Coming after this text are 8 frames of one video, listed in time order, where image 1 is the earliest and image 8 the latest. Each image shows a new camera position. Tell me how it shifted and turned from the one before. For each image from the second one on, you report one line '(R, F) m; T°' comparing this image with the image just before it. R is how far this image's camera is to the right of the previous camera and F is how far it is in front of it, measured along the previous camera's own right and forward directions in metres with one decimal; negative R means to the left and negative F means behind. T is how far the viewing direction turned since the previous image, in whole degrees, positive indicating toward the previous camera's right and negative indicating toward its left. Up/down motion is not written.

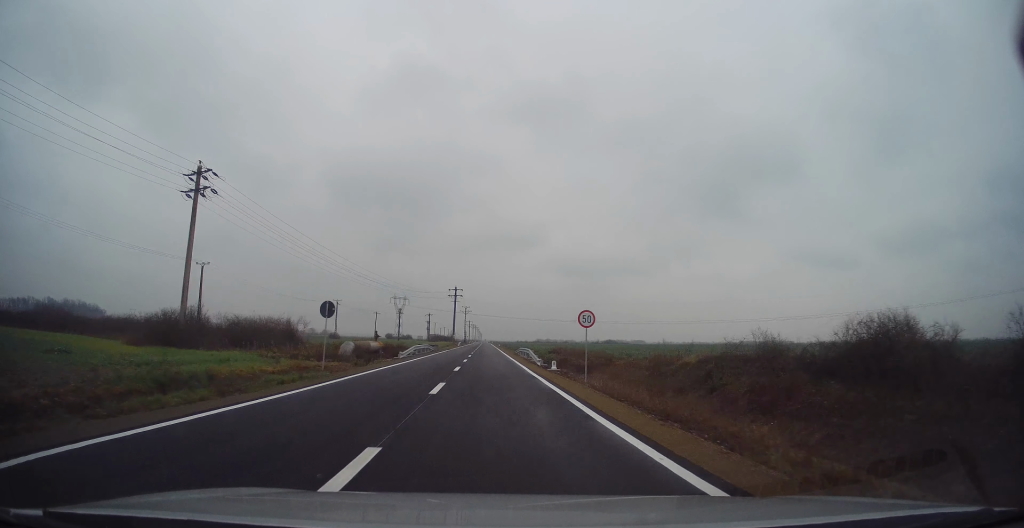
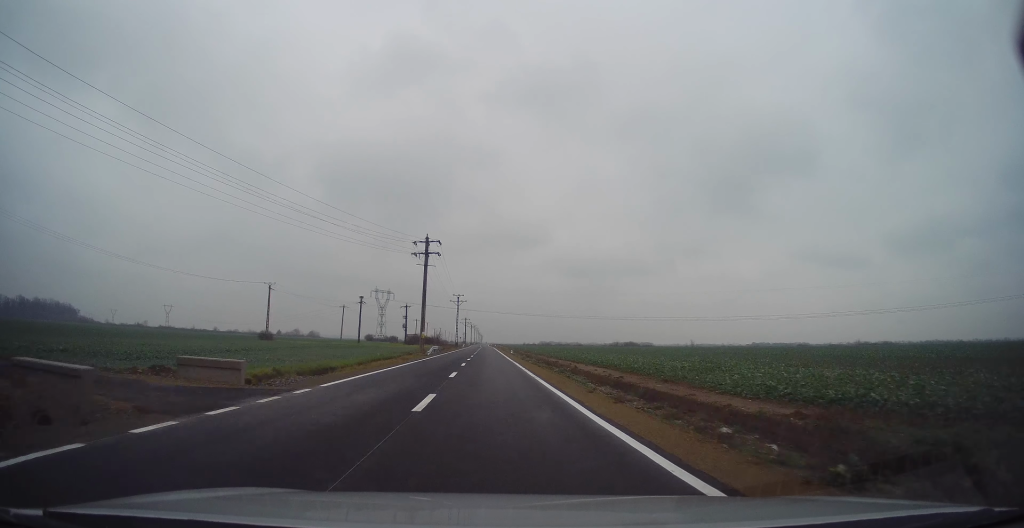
(0.0, +56.3) m; 0°
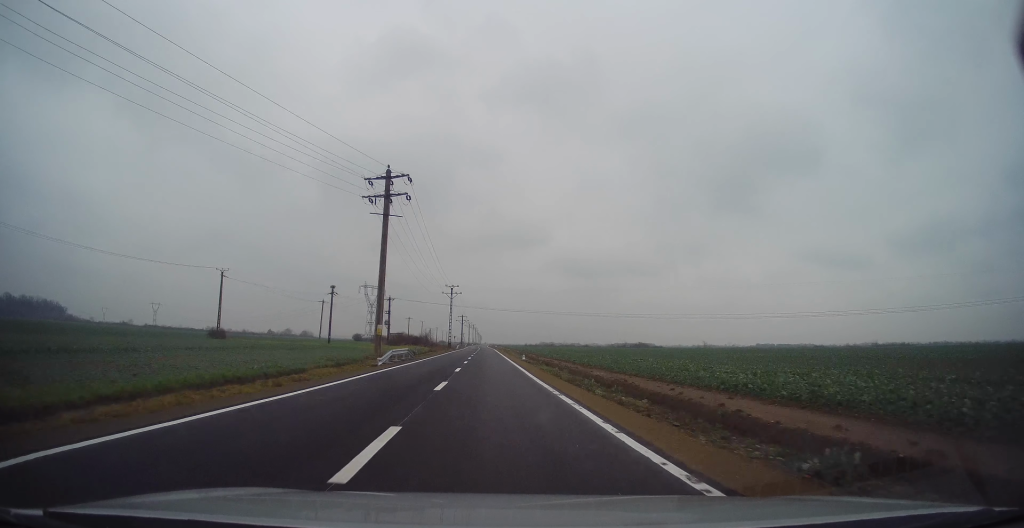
(0.0, +23.8) m; 0°
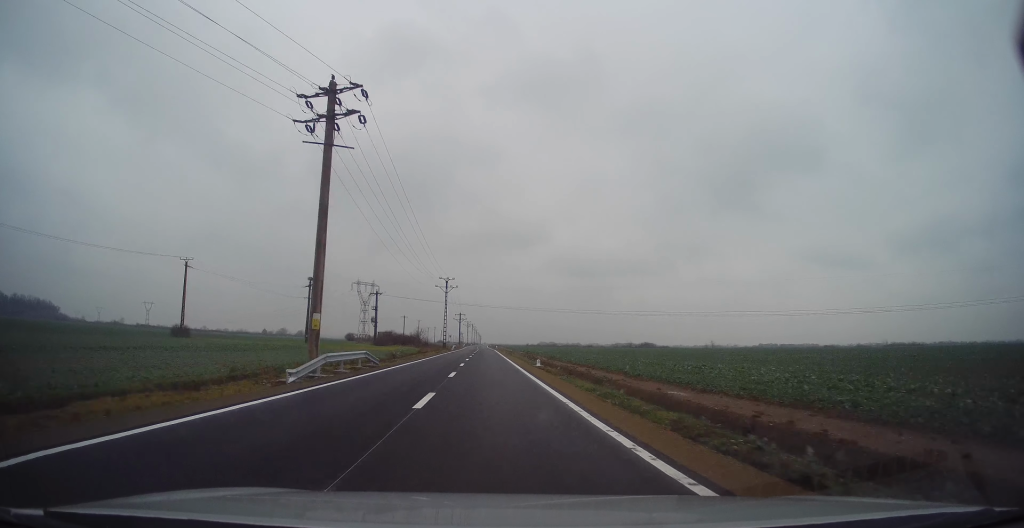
(0.0, +12.0) m; 0°
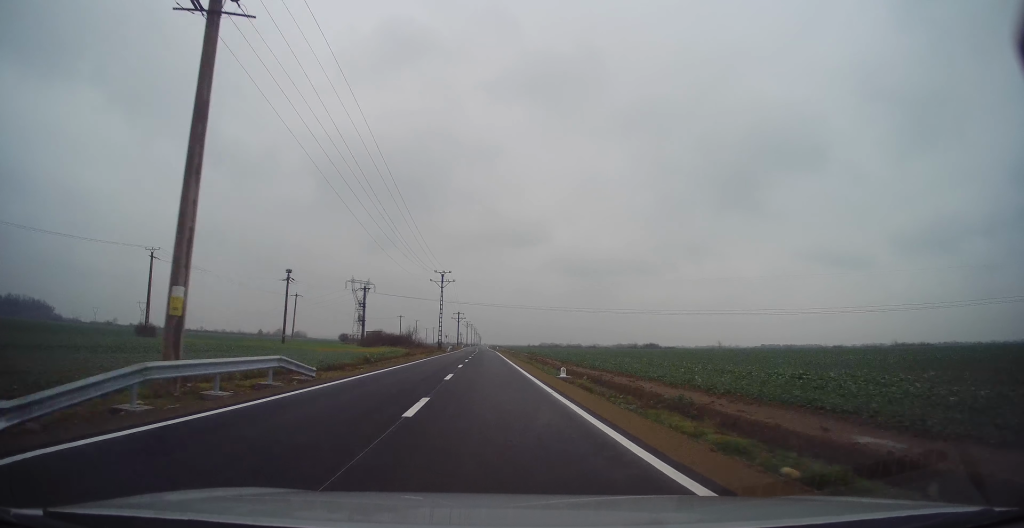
(0.0, +10.6) m; 0°
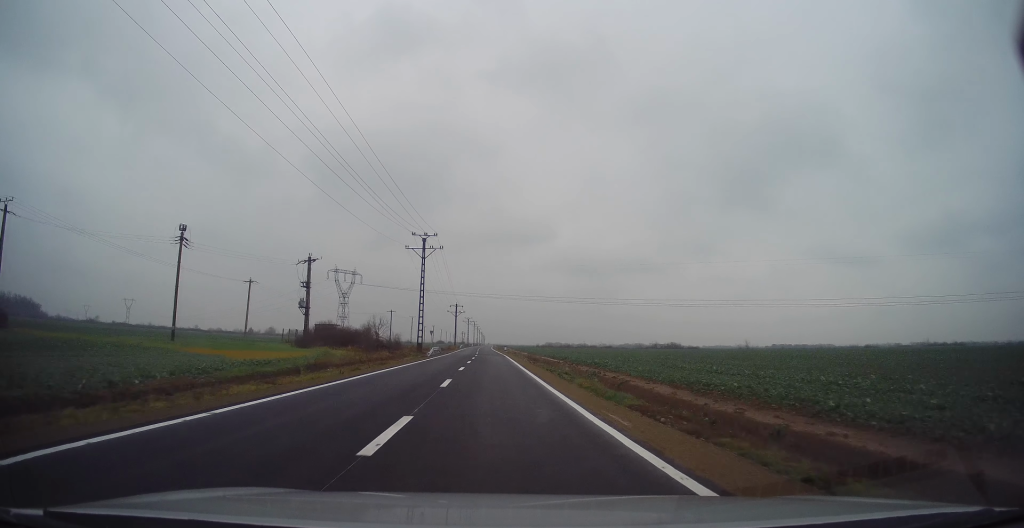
(0.0, +30.0) m; 0°
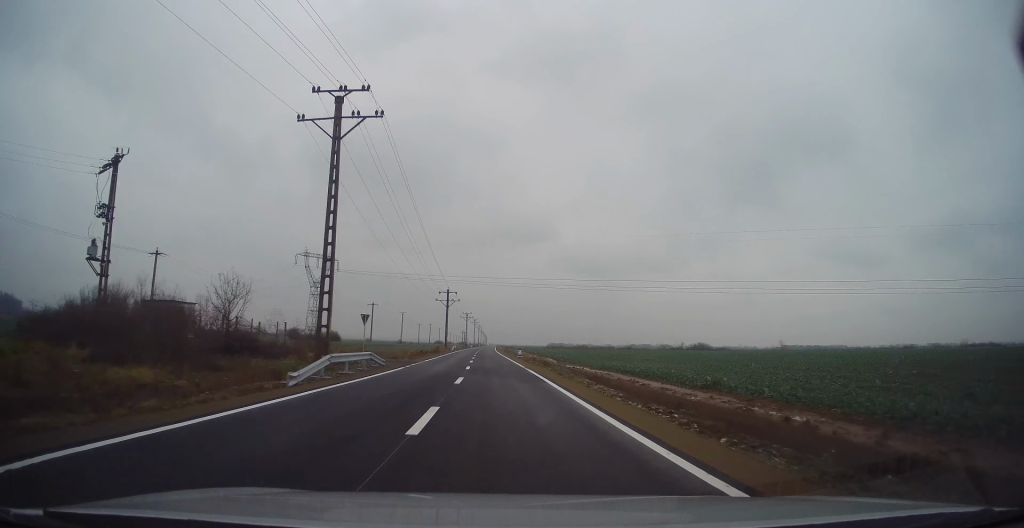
(0.0, +34.2) m; 0°
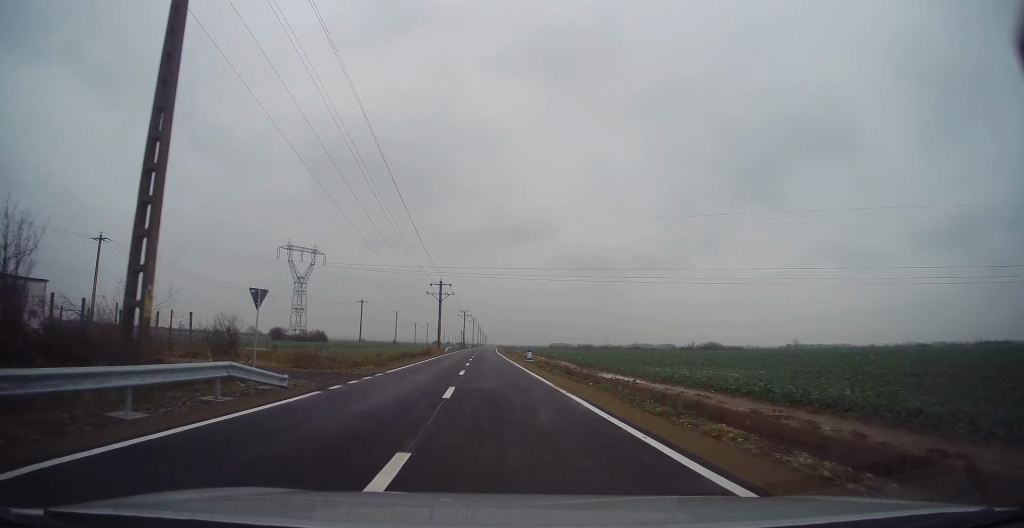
(0.0, +13.8) m; 0°
